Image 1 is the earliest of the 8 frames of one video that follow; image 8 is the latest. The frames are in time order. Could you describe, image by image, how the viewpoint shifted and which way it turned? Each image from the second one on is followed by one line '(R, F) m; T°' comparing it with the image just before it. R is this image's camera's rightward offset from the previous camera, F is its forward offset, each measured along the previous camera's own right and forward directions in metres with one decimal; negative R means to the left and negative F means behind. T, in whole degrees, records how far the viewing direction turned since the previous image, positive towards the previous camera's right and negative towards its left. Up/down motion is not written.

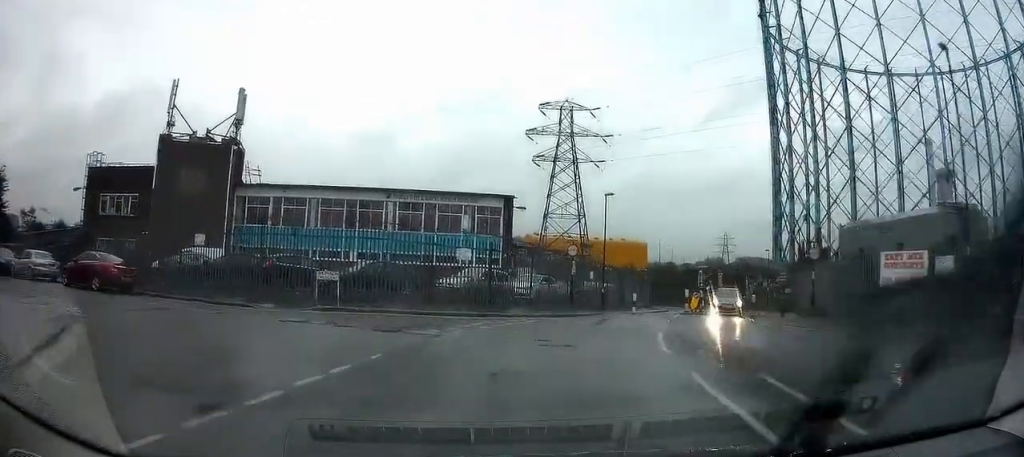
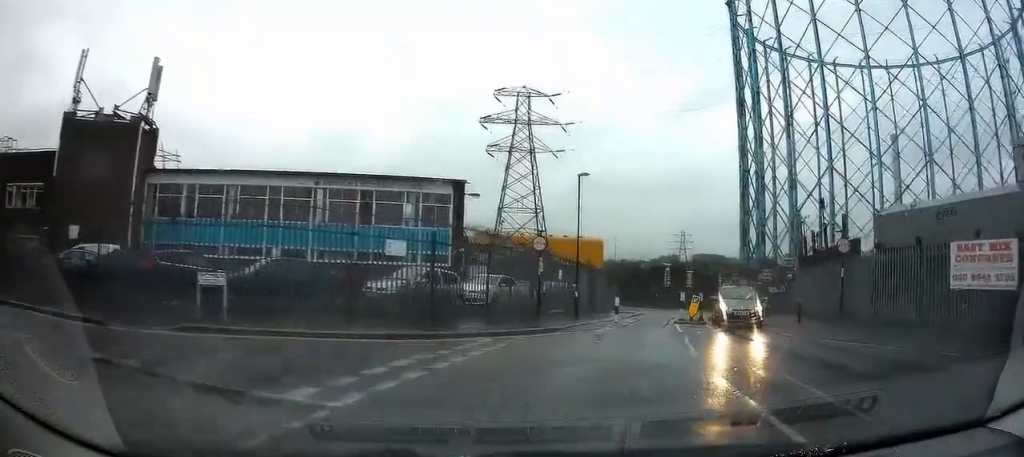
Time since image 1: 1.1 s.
(+0.4, +5.7) m; +7°
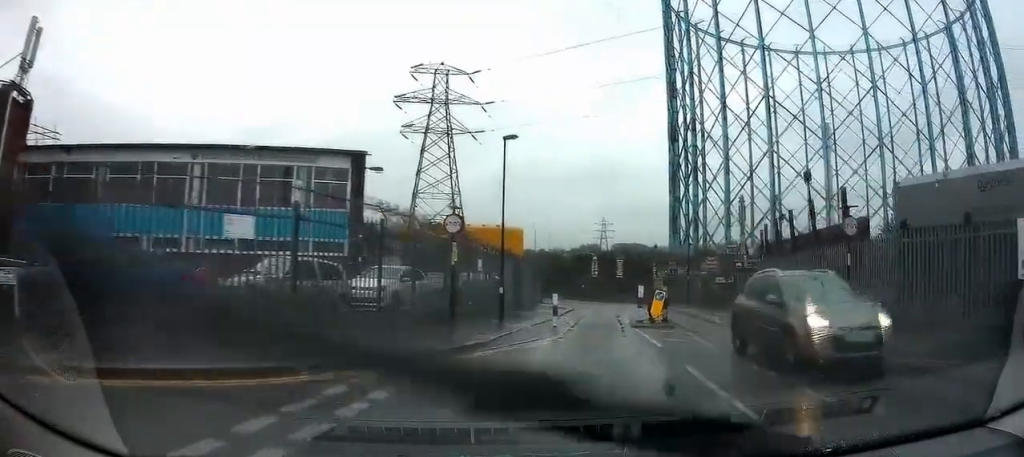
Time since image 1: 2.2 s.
(+0.3, +5.5) m; +5°
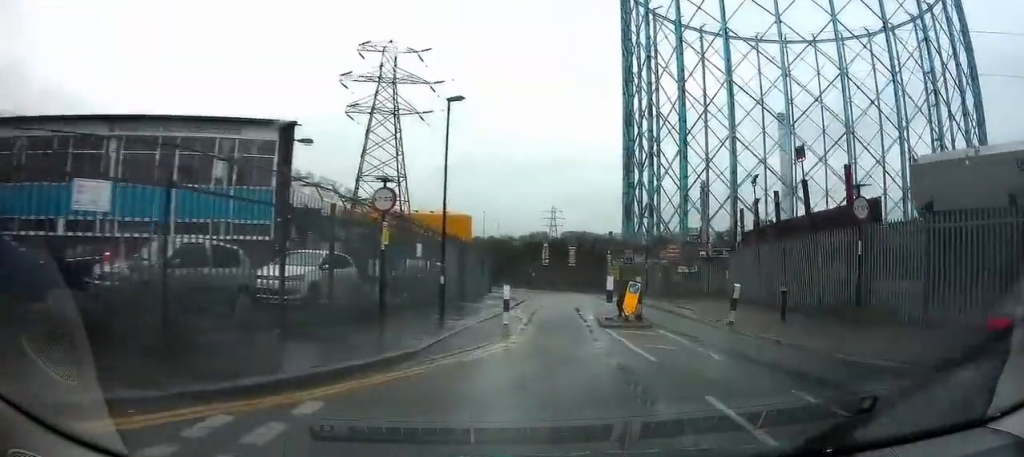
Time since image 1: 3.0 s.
(-0.1, +3.2) m; +5°
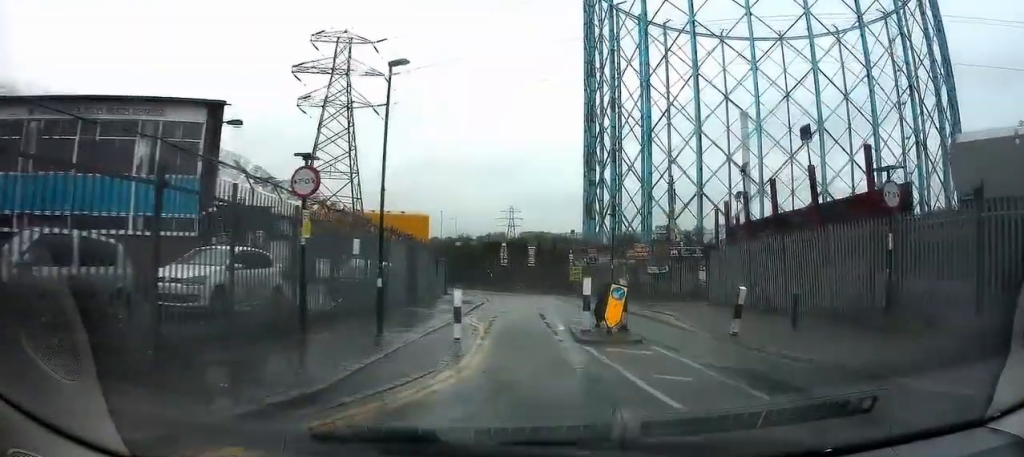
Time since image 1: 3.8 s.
(+0.4, +3.1) m; +5°
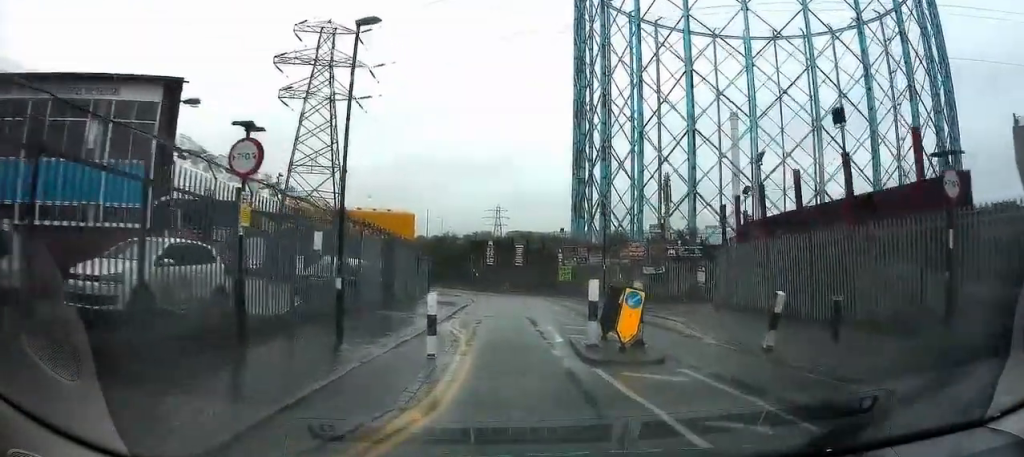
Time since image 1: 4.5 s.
(0.0, +2.4) m; -1°
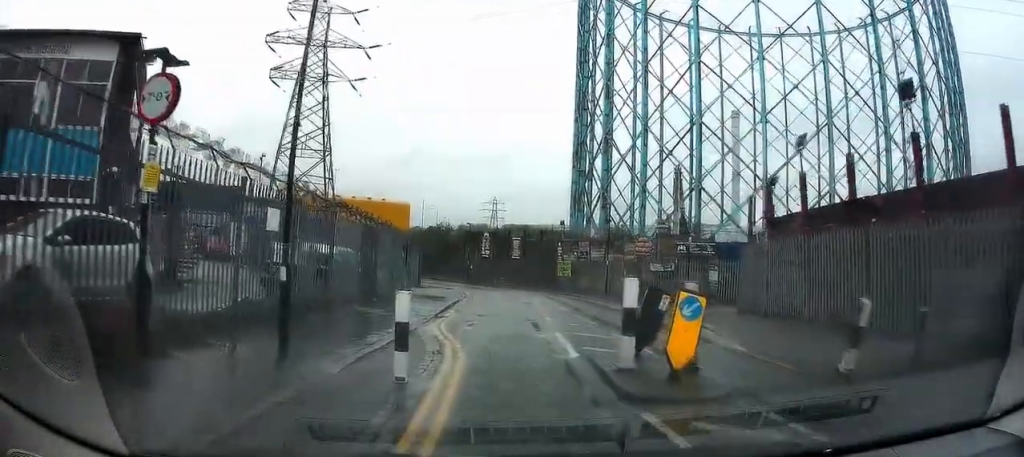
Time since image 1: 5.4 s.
(-0.1, +2.9) m; 0°
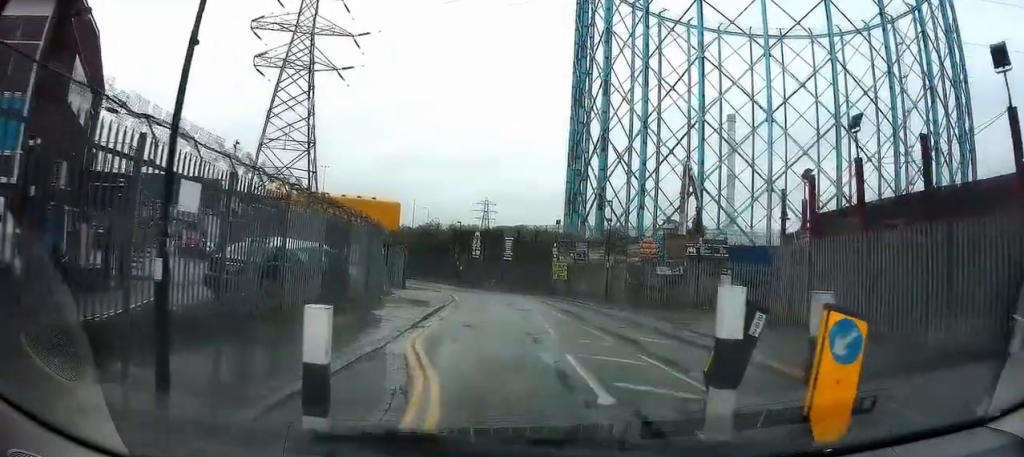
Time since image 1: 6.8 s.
(+0.2, +3.8) m; -2°
